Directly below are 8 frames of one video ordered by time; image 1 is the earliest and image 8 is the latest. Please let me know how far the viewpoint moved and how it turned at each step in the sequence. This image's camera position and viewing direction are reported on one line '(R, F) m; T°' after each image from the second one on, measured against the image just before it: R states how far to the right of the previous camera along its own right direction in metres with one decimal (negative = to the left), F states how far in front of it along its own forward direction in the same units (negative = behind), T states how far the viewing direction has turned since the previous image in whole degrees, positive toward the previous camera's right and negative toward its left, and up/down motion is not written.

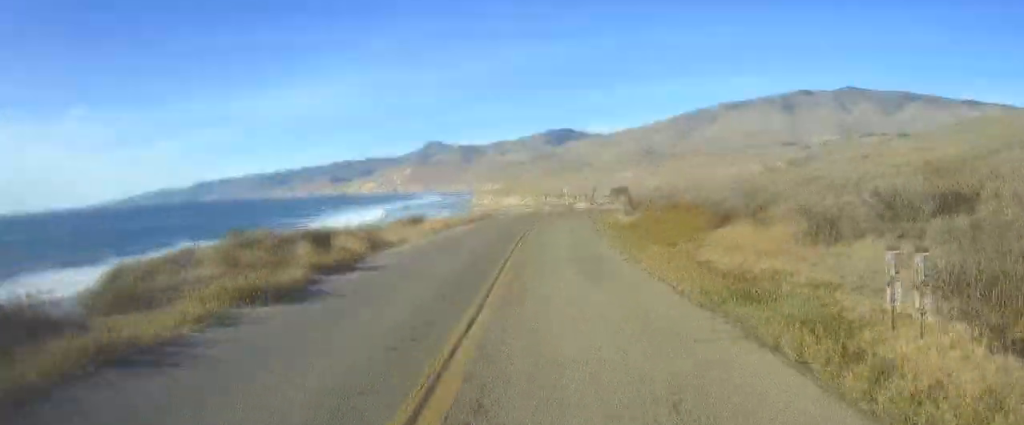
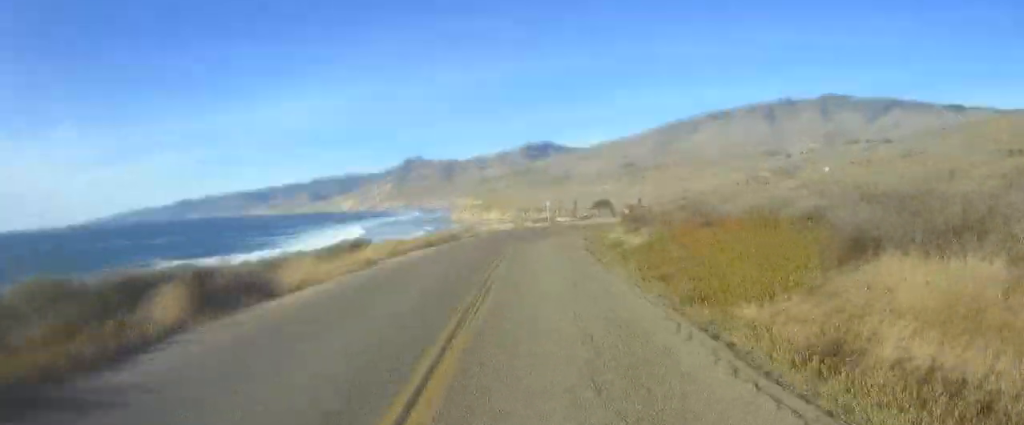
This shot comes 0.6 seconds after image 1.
(0.0, +10.4) m; 0°
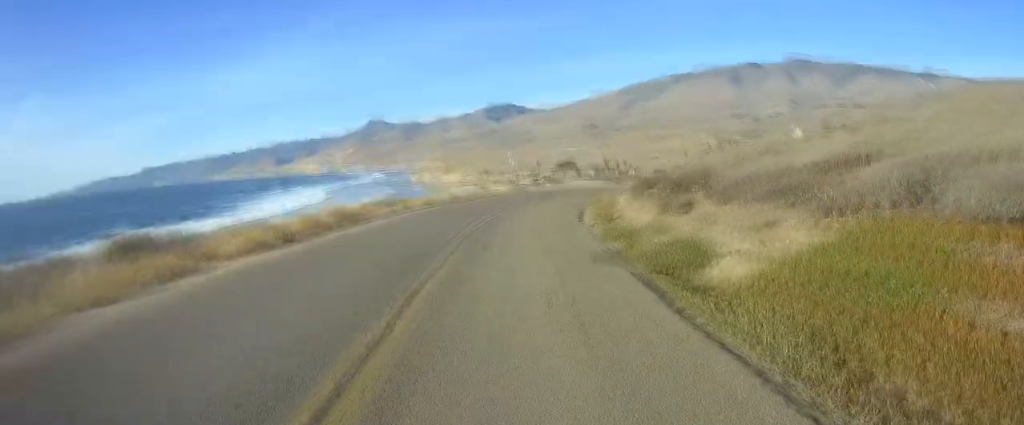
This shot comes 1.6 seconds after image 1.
(0.0, +17.9) m; 0°
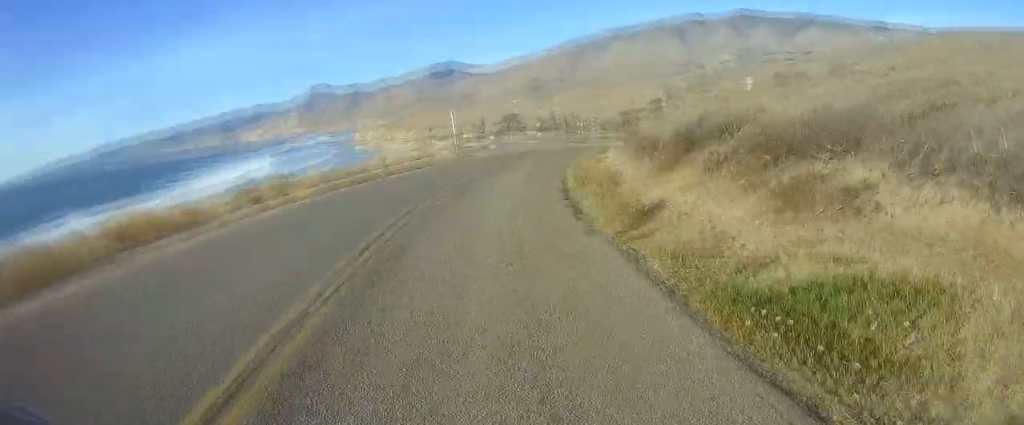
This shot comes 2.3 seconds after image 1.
(0.0, +12.0) m; 0°
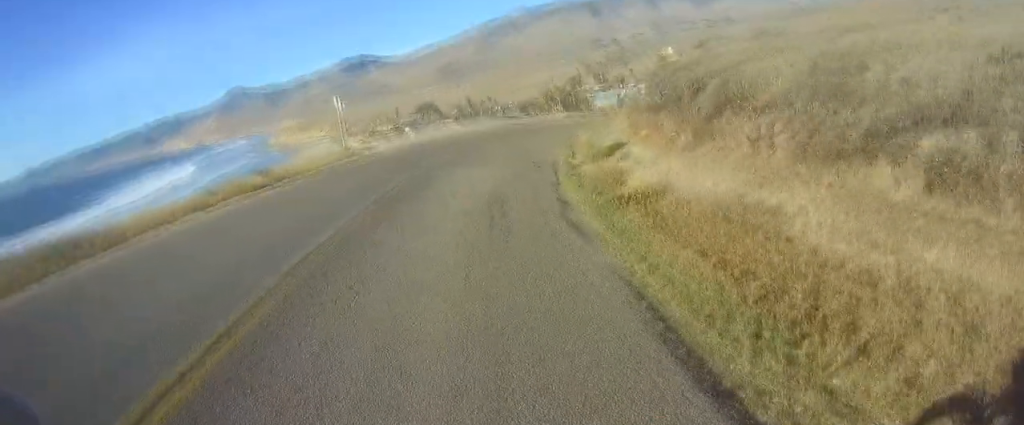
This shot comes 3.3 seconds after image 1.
(0.0, +16.6) m; +5°
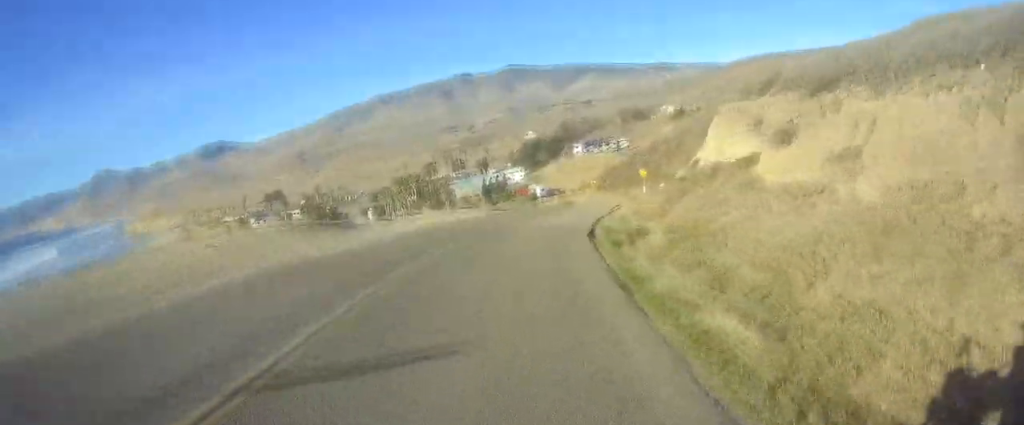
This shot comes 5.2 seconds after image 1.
(+5.1, +31.2) m; +16°
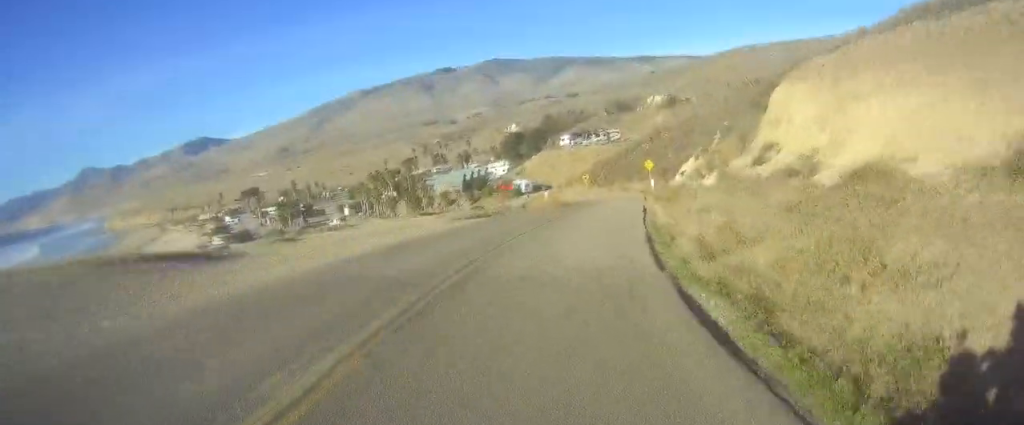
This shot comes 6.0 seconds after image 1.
(+0.7, +12.8) m; +7°
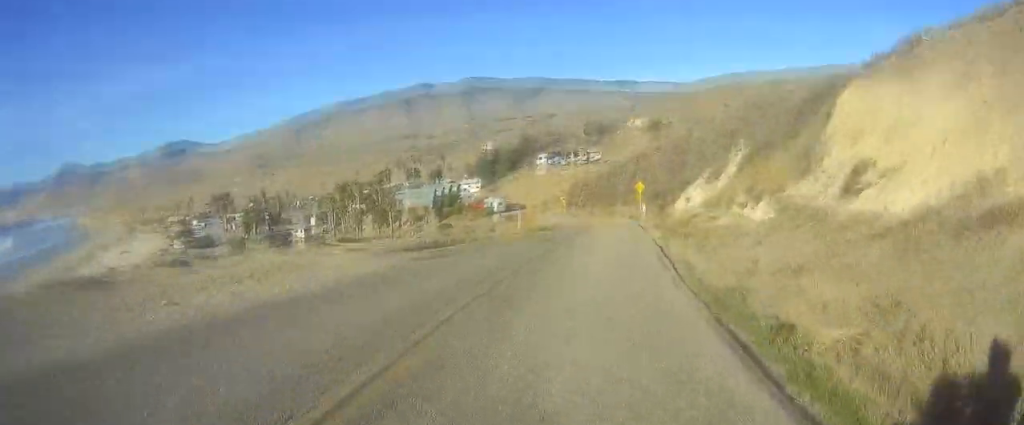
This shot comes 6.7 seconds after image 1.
(+0.3, +9.2) m; +5°
